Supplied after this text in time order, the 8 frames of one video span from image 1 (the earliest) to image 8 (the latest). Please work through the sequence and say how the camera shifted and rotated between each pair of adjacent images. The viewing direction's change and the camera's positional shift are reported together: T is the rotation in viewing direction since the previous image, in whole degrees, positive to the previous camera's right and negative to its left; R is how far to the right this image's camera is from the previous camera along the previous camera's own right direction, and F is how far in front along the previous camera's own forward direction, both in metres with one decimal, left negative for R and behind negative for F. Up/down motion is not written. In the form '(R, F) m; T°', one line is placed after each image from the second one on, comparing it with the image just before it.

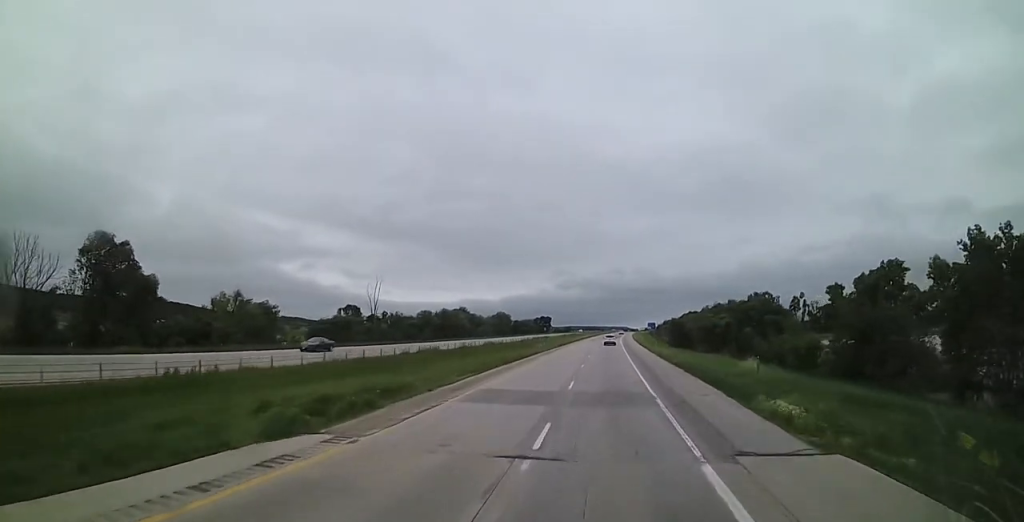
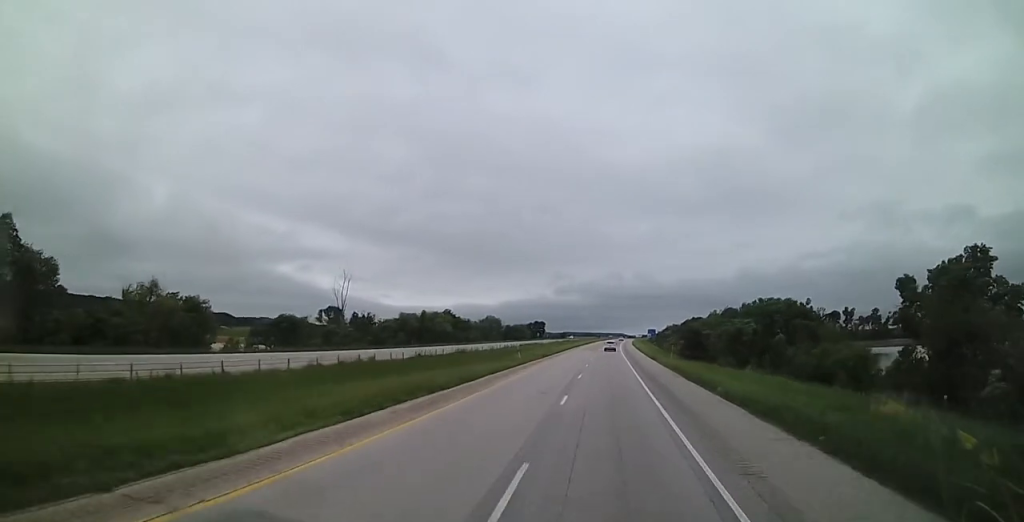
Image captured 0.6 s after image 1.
(-0.3, +16.4) m; 0°
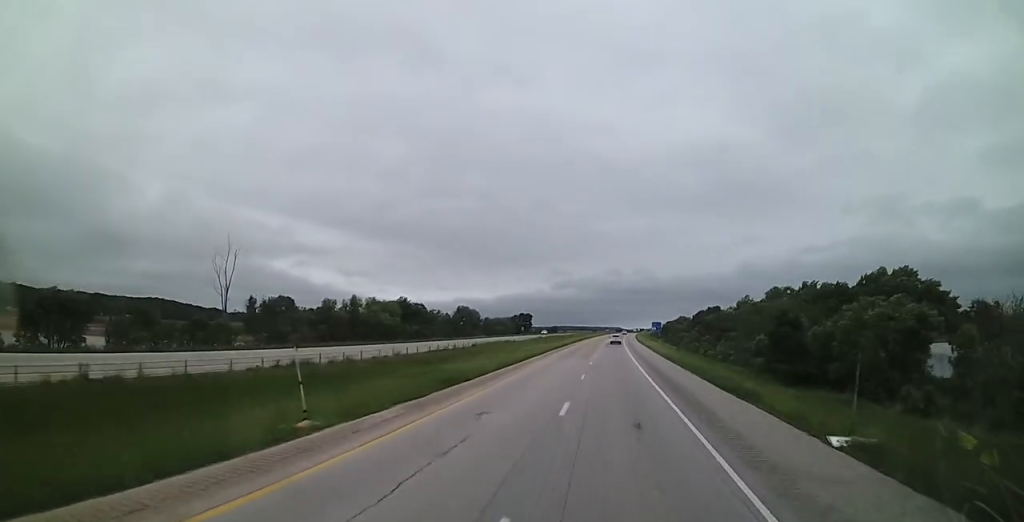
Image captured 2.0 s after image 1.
(+0.3, +39.3) m; +1°
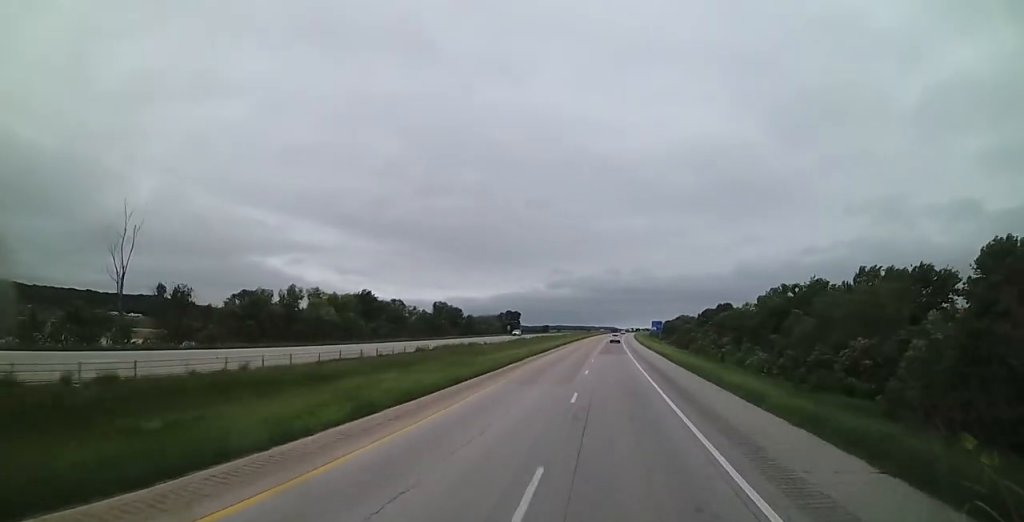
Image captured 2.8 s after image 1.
(+0.1, +21.4) m; 0°
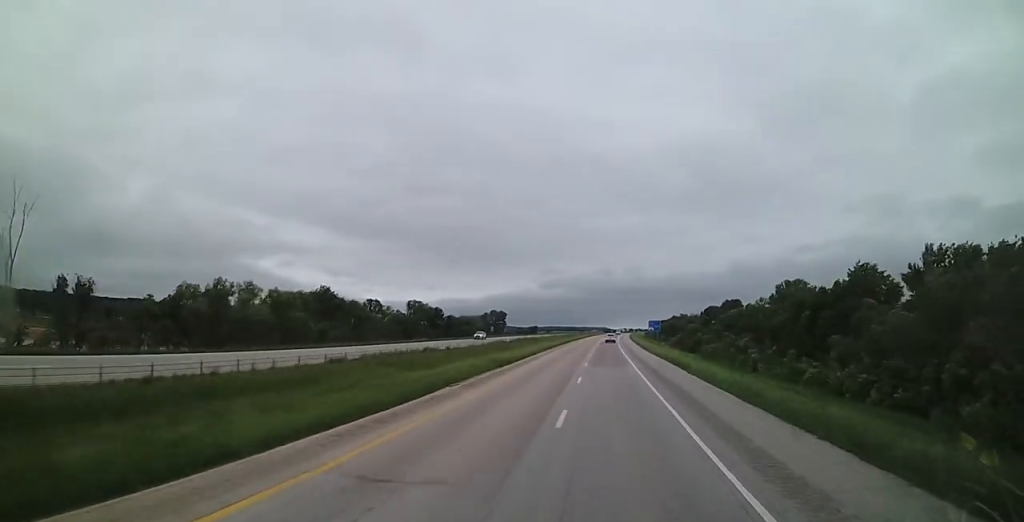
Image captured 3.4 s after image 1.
(0.0, +16.8) m; 0°
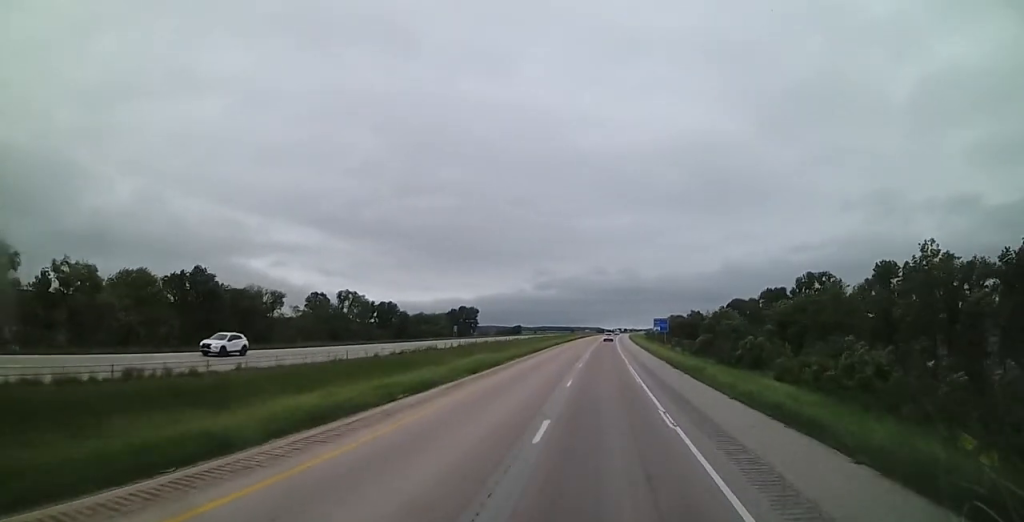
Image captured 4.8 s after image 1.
(+0.4, +38.4) m; +1°
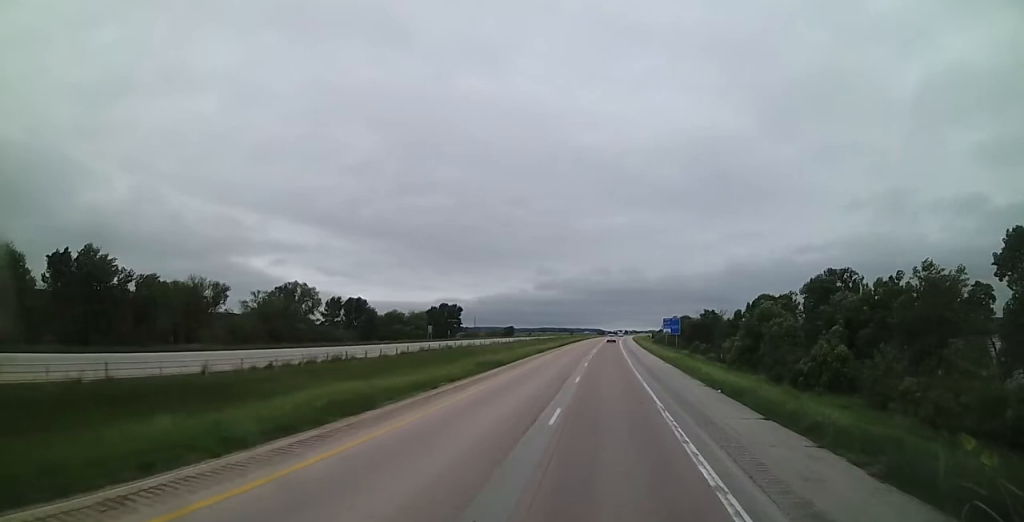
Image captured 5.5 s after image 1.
(+0.1, +21.6) m; 0°
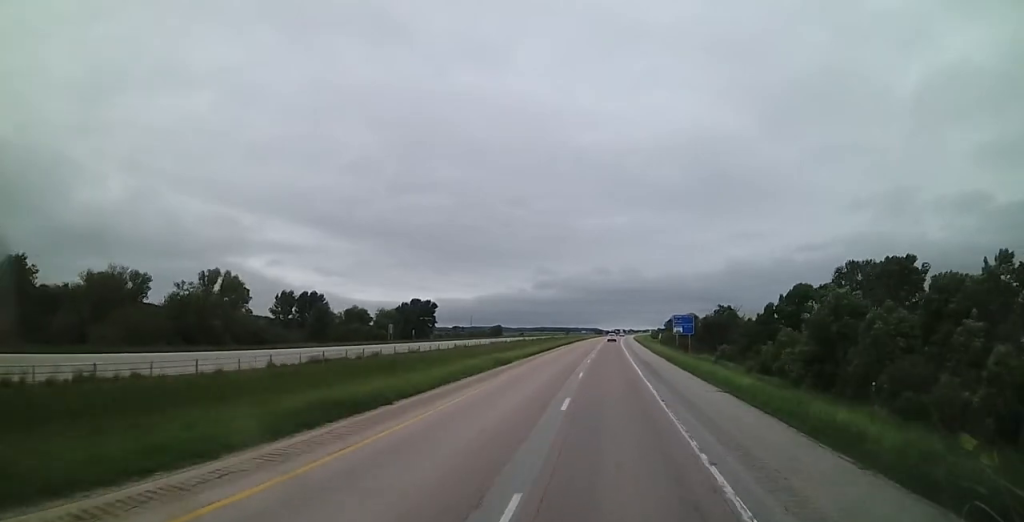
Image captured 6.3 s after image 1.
(0.0, +21.7) m; 0°
